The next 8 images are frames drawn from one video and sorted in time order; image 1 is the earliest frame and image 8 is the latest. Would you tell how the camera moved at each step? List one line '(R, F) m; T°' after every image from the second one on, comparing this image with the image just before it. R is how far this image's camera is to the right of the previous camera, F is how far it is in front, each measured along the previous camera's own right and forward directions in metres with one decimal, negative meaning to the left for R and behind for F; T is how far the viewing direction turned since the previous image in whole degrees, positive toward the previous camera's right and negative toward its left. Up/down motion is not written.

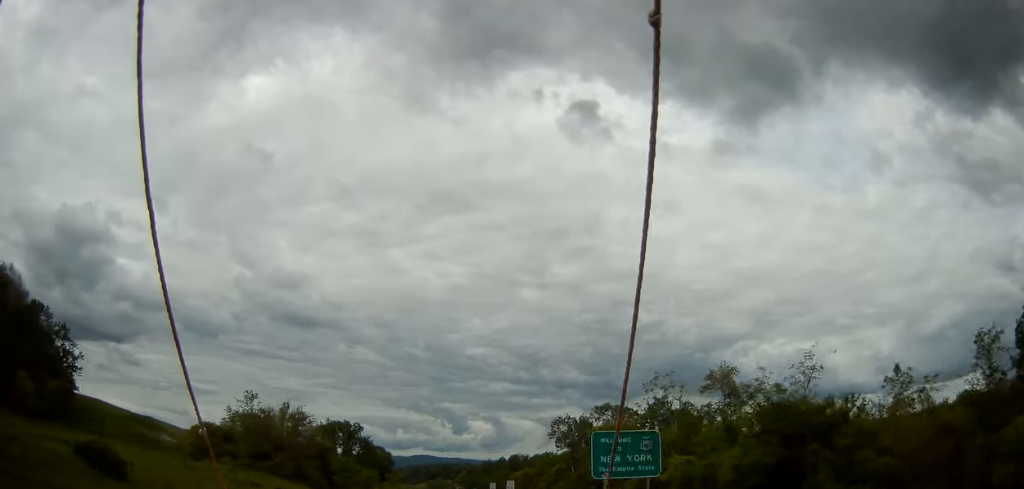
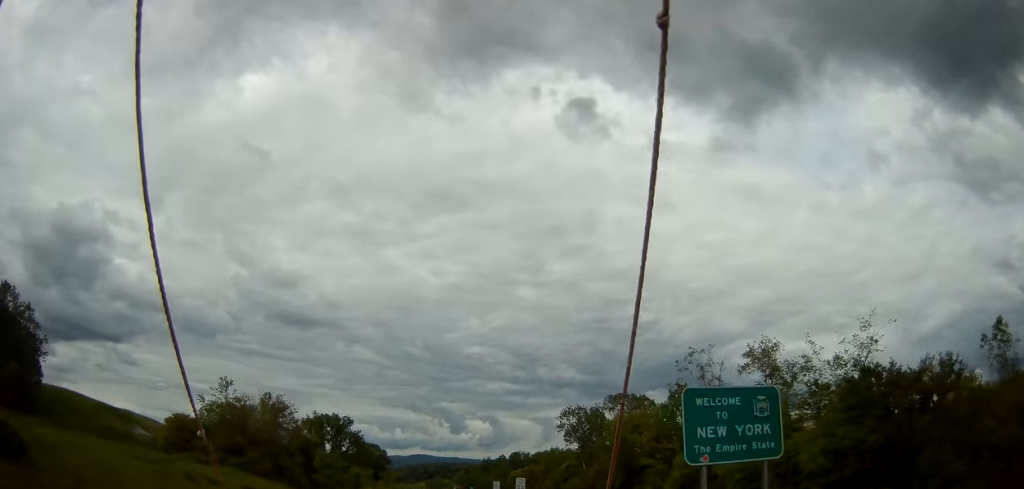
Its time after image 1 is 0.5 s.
(0.0, +11.6) m; 0°
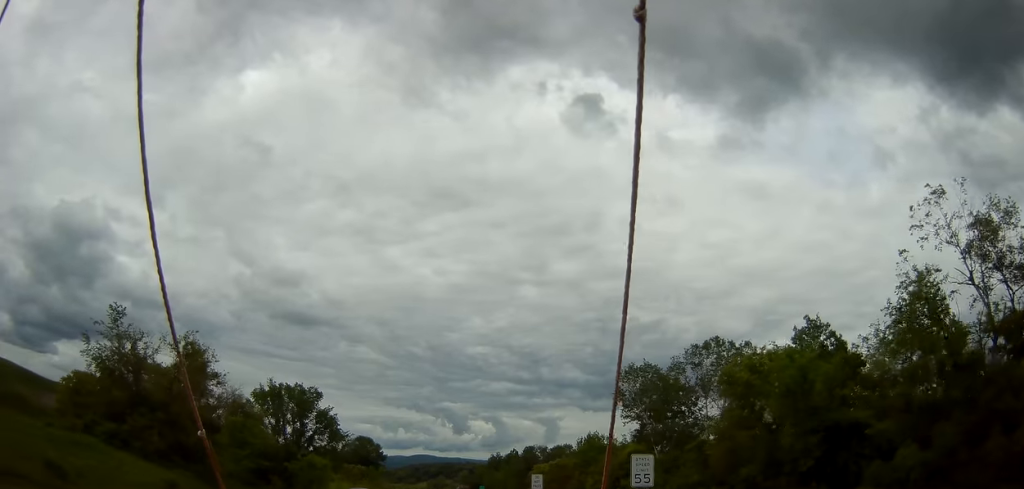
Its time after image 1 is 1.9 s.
(+0.2, +35.4) m; 0°
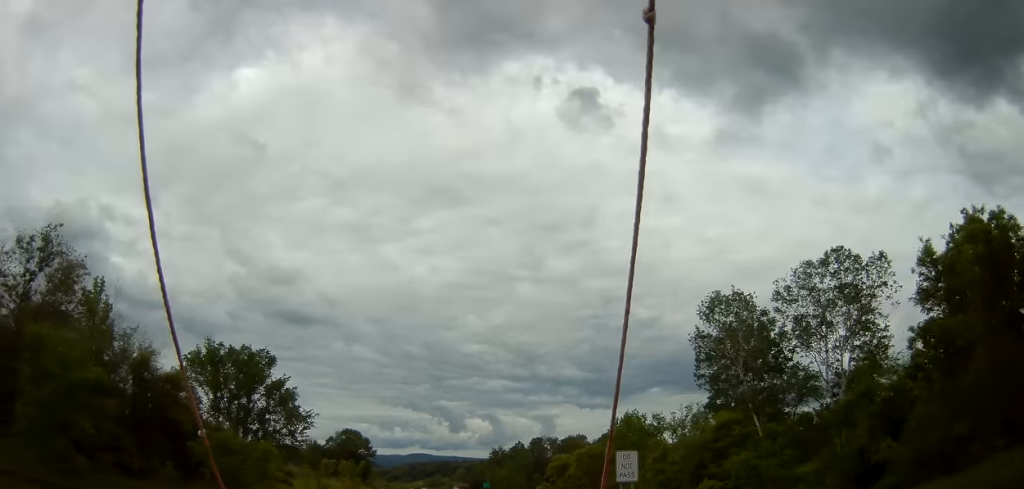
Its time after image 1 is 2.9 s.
(-0.1, +24.7) m; 0°
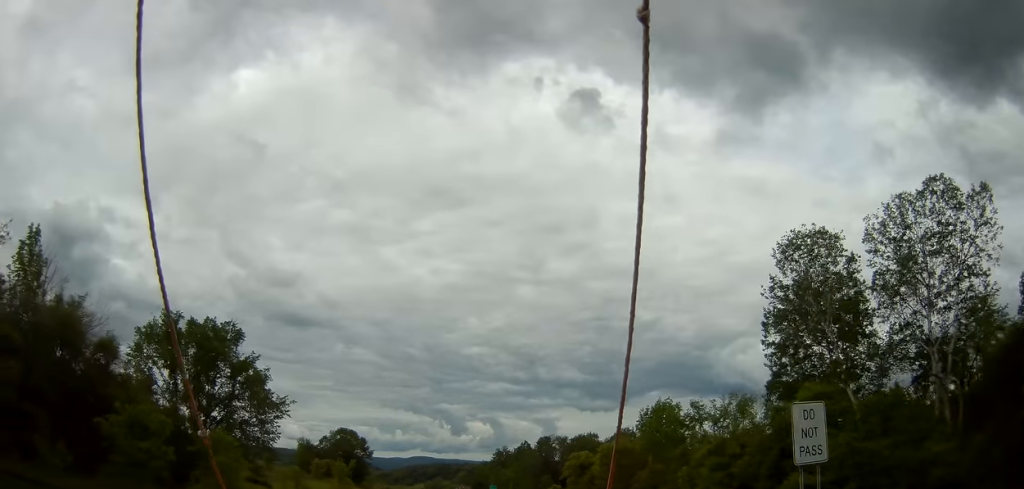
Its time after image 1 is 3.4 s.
(+0.2, +12.4) m; 0°
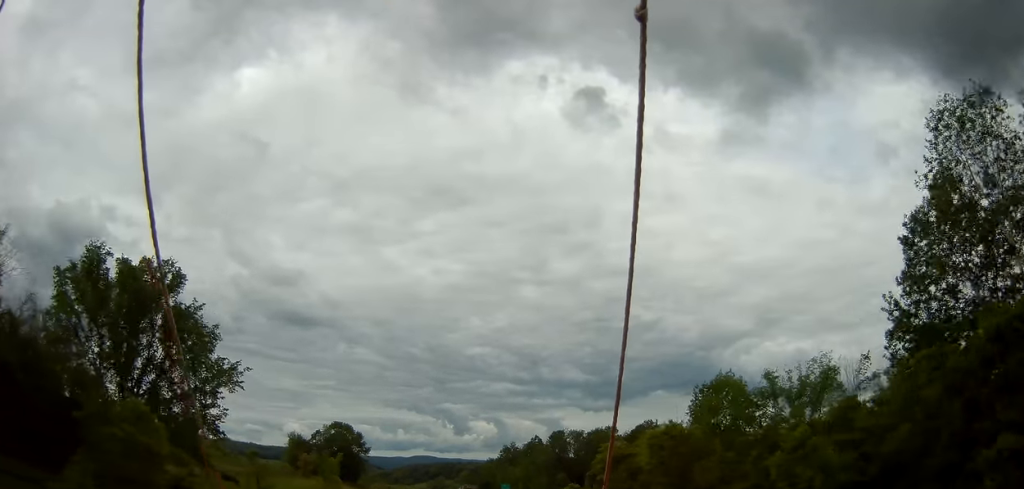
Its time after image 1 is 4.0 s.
(-0.1, +15.7) m; 0°
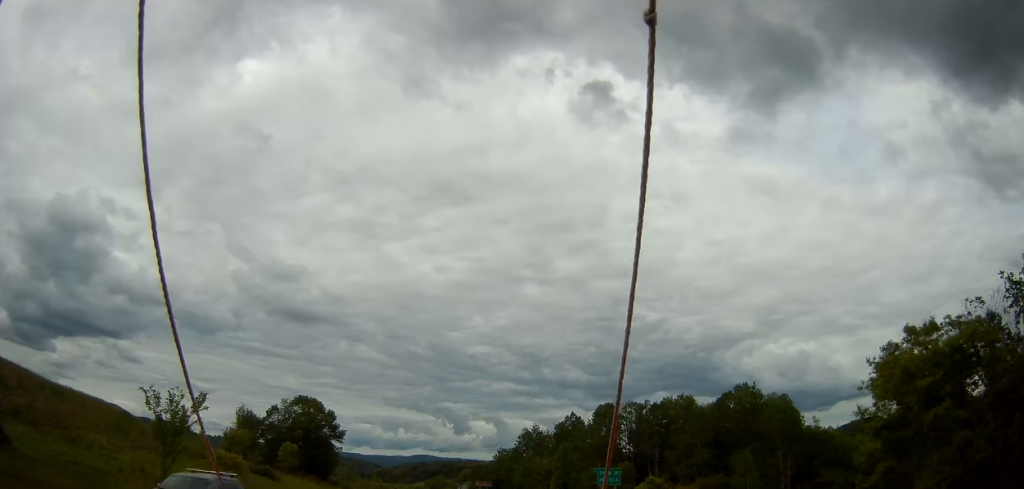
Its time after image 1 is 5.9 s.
(-0.6, +46.4) m; 0°
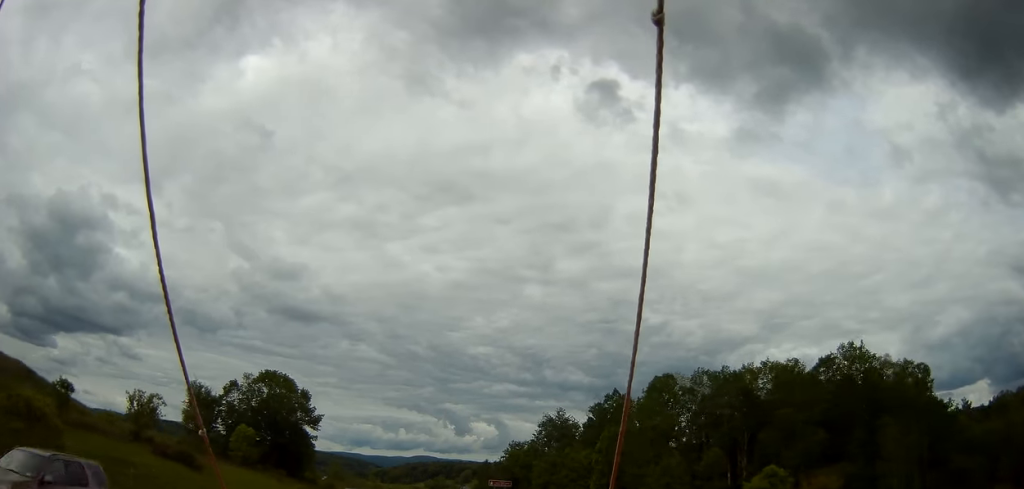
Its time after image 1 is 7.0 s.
(+0.2, +28.3) m; 0°
